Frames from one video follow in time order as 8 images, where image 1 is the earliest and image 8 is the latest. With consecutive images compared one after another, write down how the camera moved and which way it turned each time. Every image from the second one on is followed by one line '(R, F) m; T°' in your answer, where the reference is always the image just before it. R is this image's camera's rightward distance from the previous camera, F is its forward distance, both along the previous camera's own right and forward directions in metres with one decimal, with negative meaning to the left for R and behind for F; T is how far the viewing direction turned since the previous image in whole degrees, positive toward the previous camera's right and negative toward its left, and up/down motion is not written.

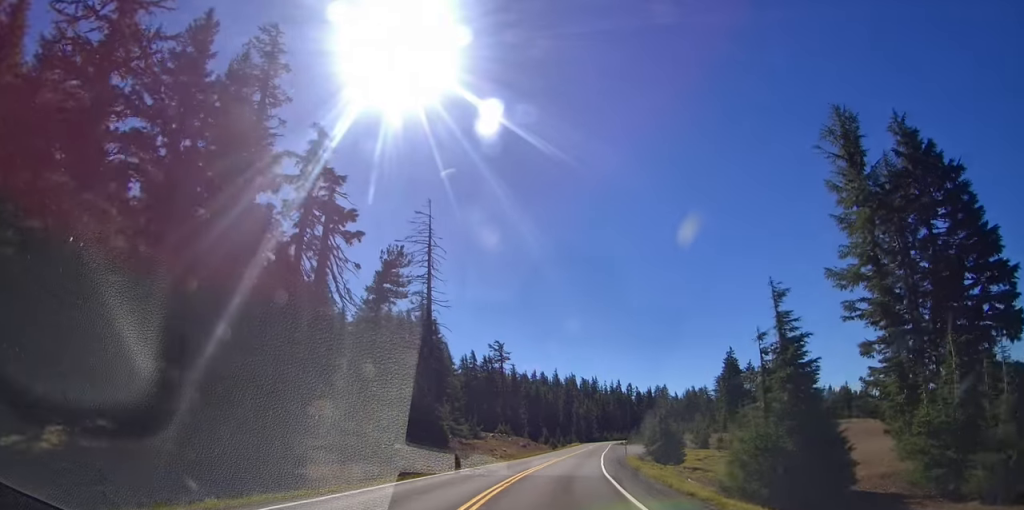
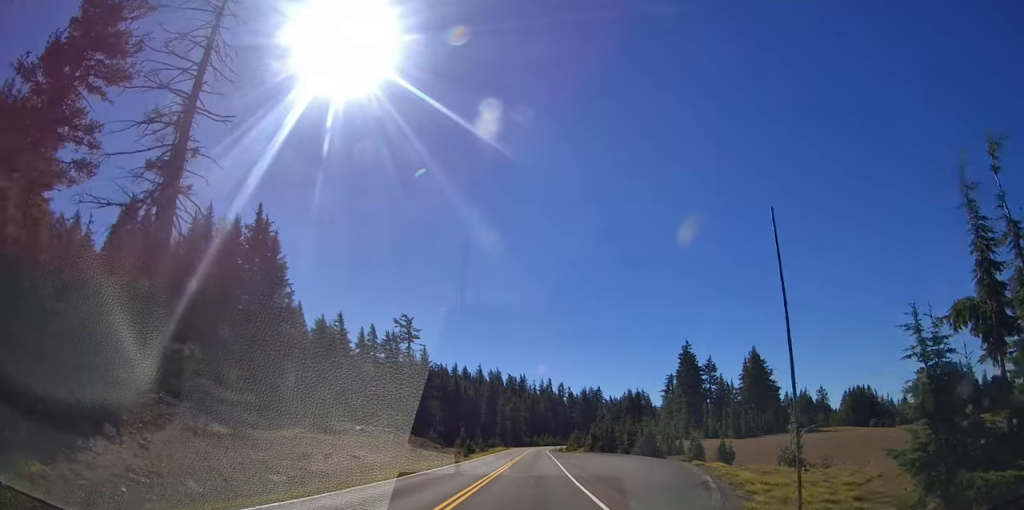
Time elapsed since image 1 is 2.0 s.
(+4.2, +35.8) m; +7°
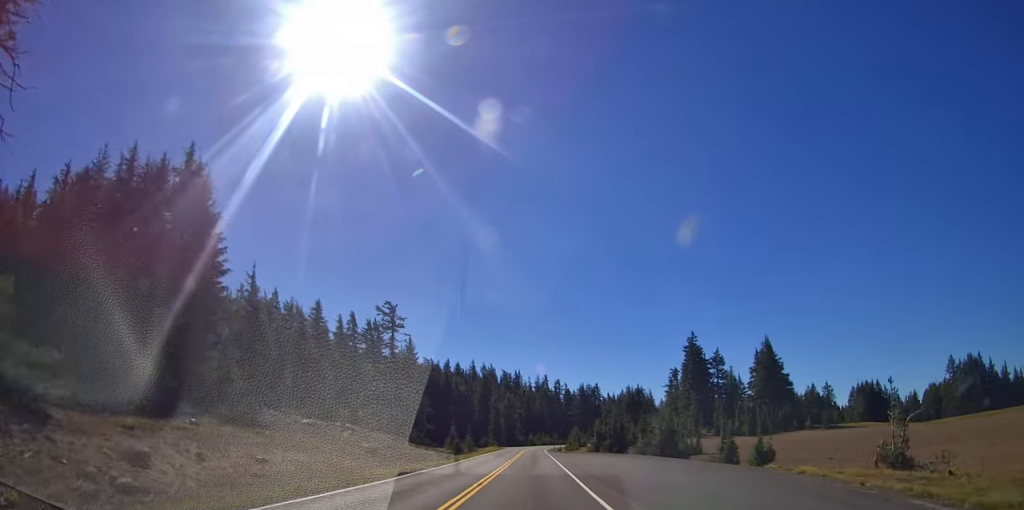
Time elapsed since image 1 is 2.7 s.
(-0.4, +12.0) m; -2°
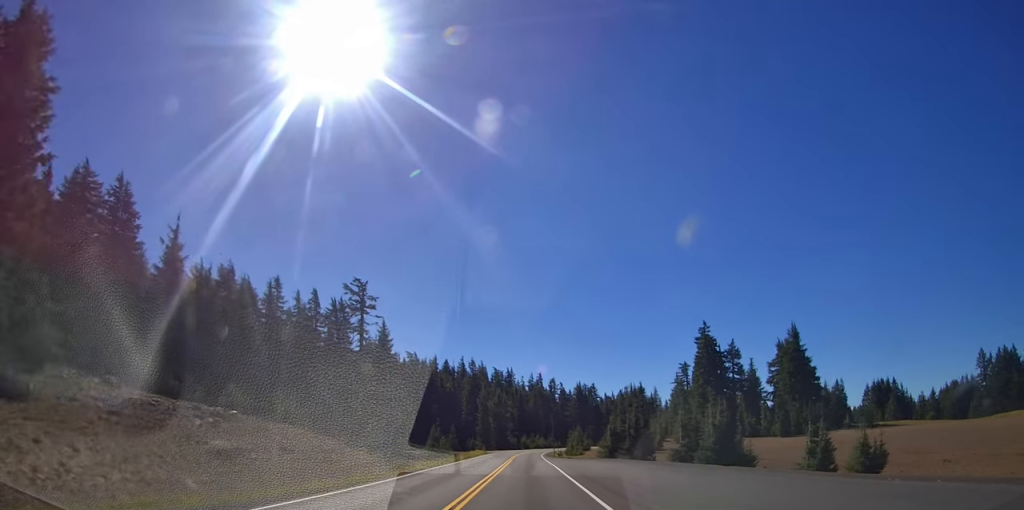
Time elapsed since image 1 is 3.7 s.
(-0.1, +18.8) m; +3°
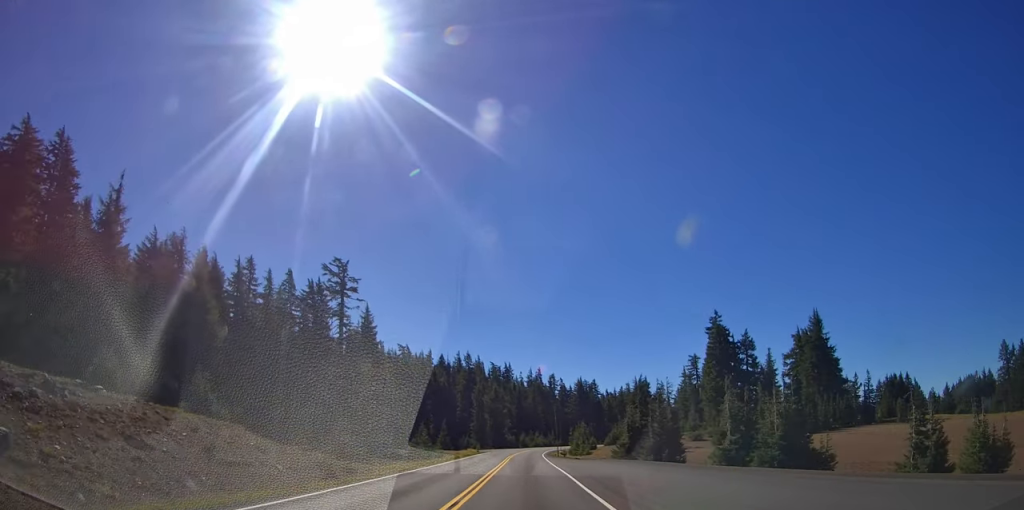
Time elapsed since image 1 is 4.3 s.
(+0.5, +11.0) m; 0°
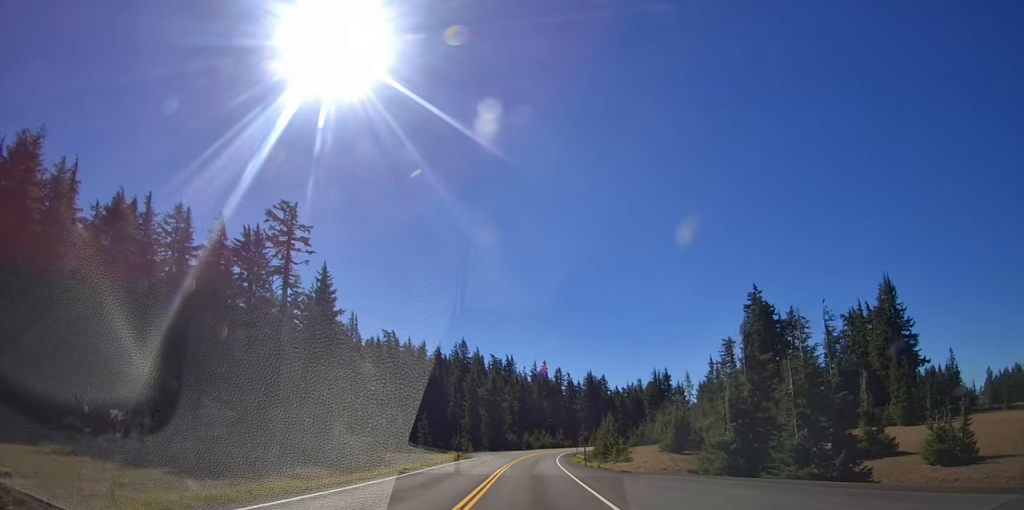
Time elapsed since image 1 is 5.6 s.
(-0.2, +24.6) m; 0°
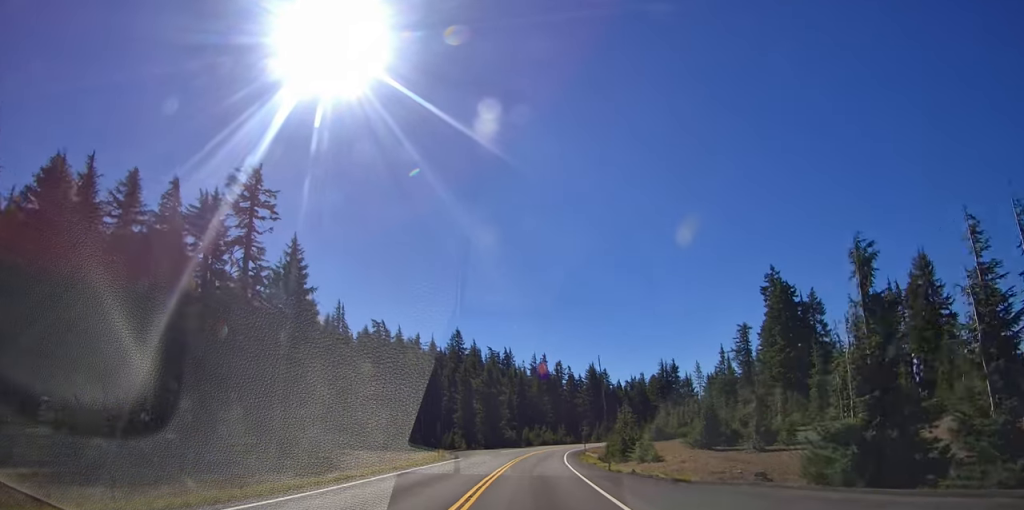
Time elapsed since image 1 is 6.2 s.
(+0.2, +10.4) m; 0°
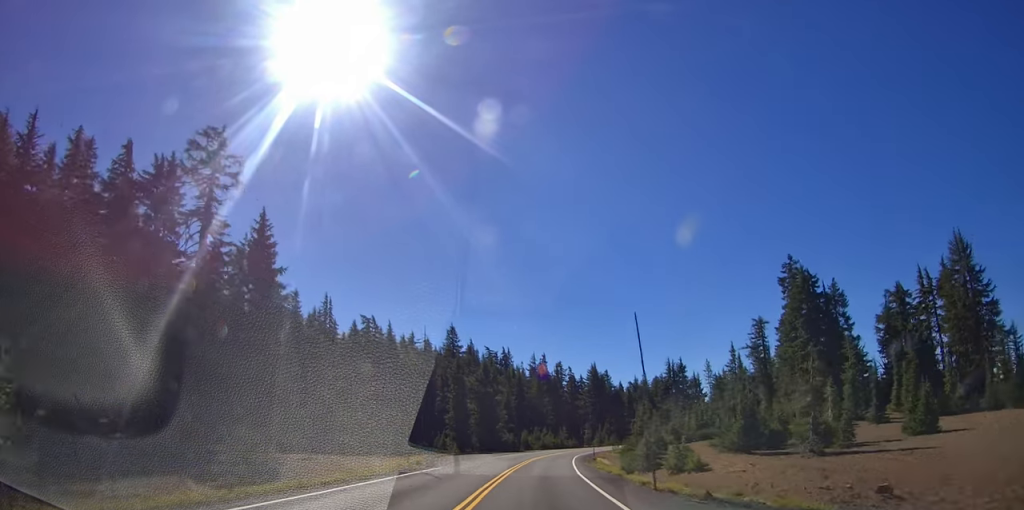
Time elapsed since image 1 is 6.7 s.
(+0.2, +9.1) m; 0°
